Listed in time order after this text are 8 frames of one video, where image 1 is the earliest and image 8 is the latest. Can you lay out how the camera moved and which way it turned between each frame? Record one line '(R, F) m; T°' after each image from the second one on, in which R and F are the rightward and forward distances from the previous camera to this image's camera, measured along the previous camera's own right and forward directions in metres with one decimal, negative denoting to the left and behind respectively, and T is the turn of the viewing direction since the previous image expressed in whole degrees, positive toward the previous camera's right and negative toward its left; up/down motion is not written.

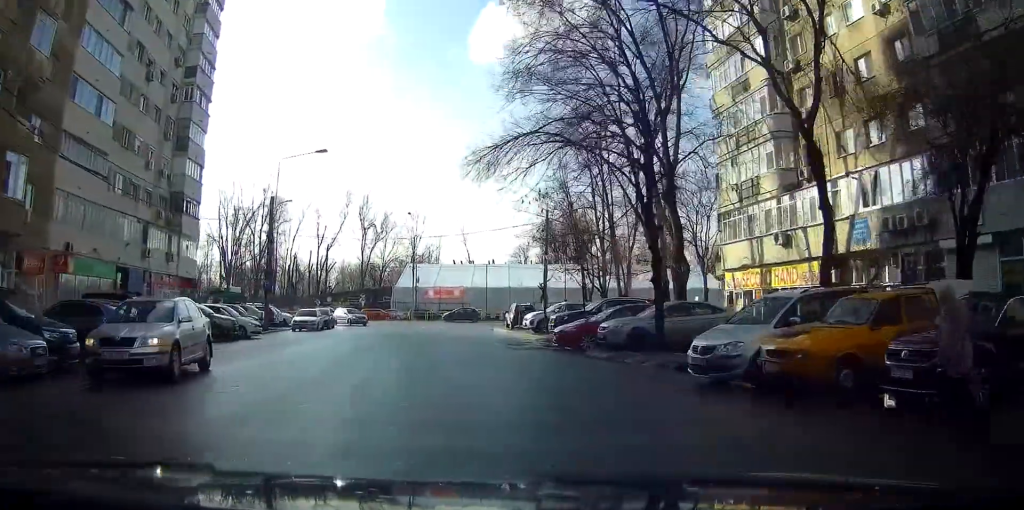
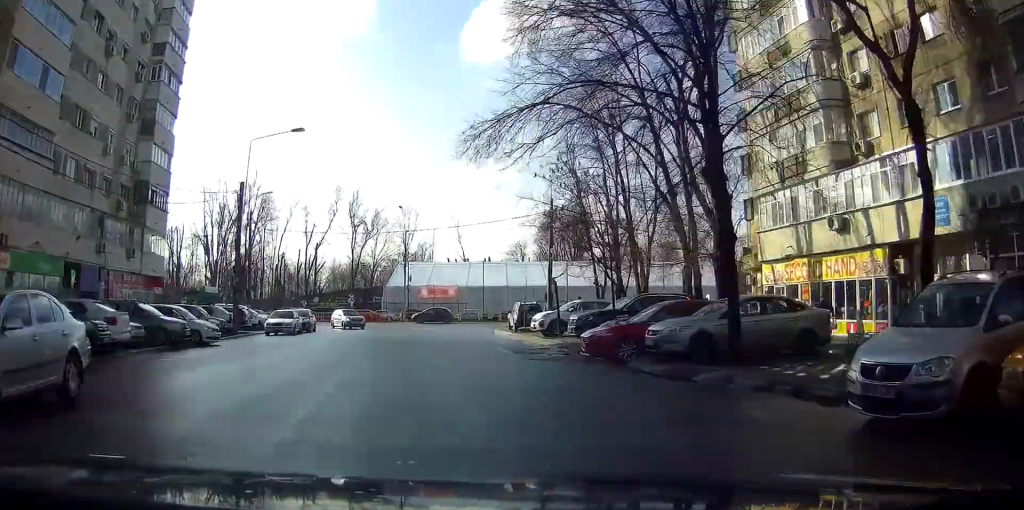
(+0.2, +5.8) m; +1°
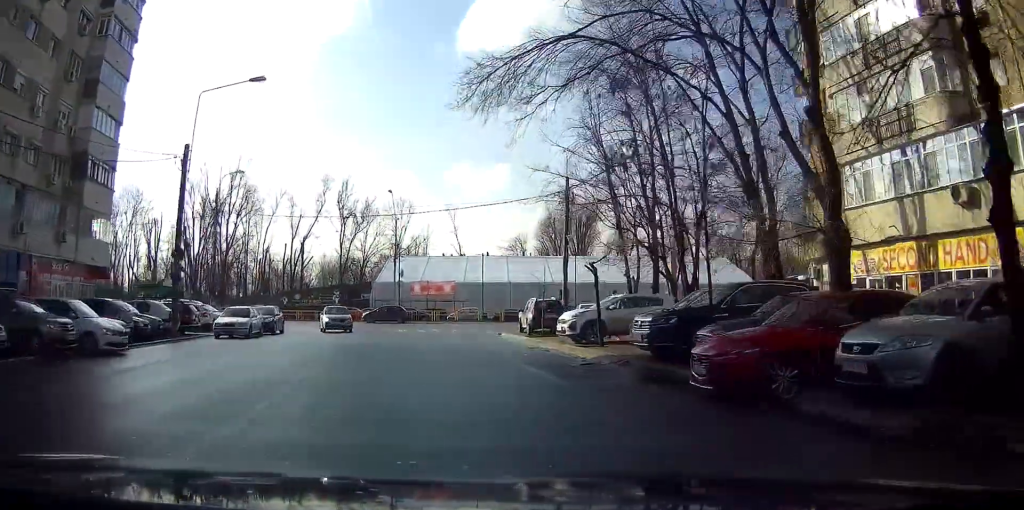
(+0.1, +8.8) m; 0°
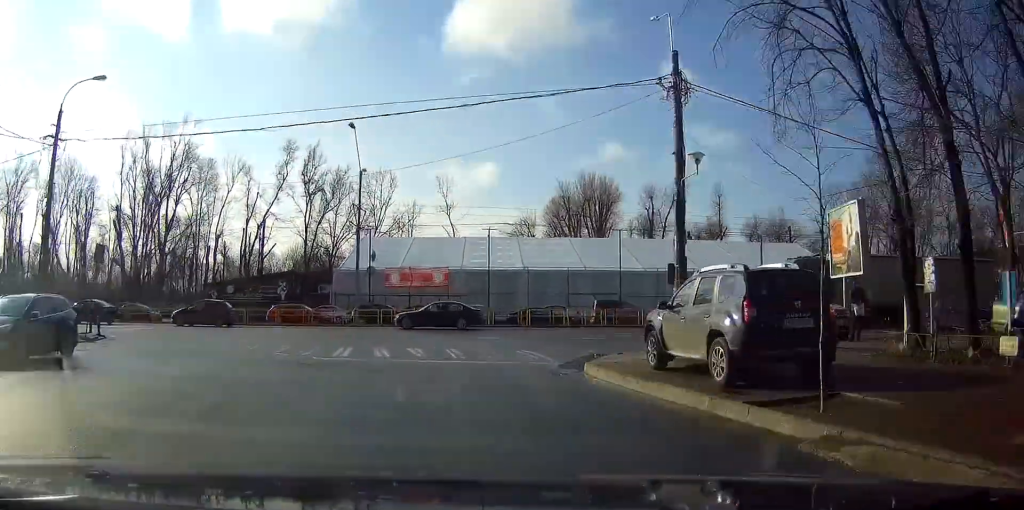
(-0.3, +24.4) m; -2°
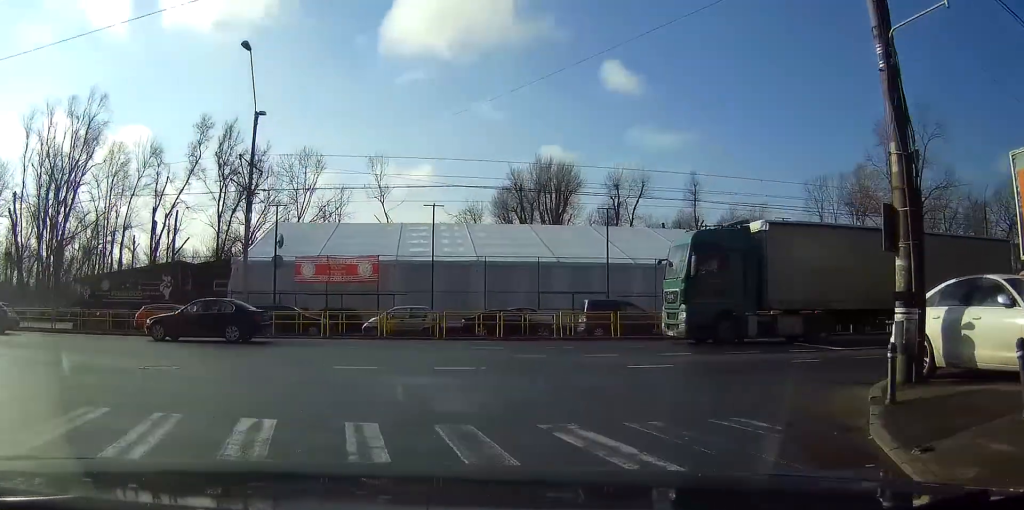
(-0.5, +17.3) m; -2°
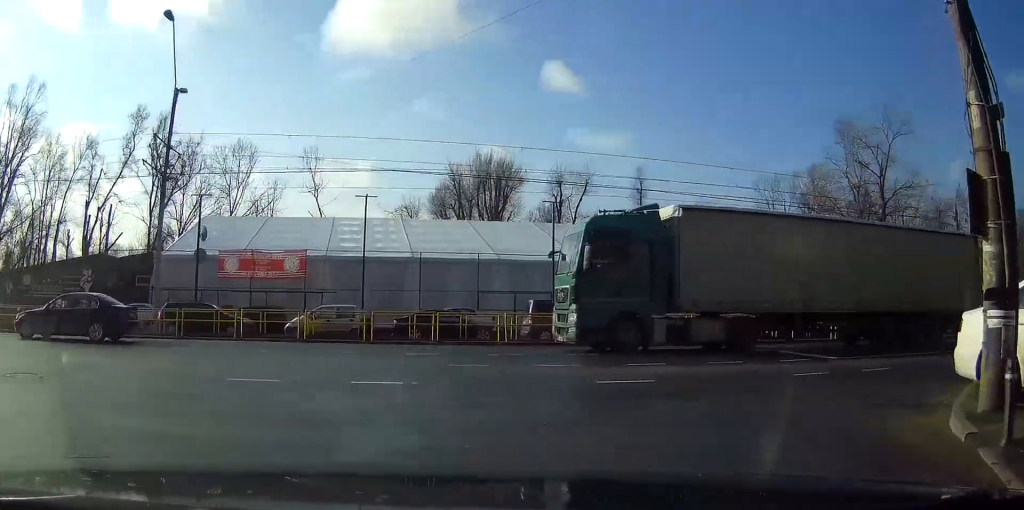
(0.0, +3.7) m; +2°
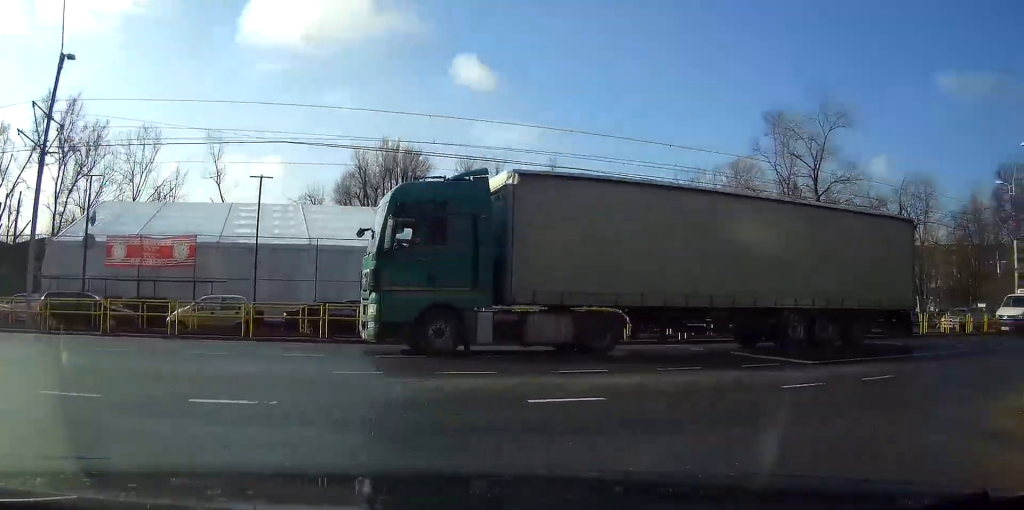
(+0.1, +4.0) m; +8°
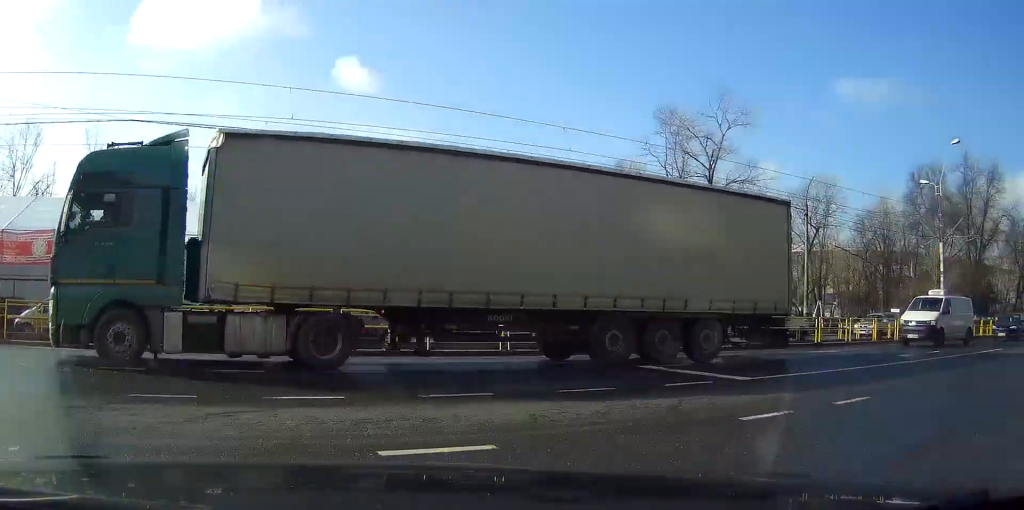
(-0.2, +4.3) m; +18°
